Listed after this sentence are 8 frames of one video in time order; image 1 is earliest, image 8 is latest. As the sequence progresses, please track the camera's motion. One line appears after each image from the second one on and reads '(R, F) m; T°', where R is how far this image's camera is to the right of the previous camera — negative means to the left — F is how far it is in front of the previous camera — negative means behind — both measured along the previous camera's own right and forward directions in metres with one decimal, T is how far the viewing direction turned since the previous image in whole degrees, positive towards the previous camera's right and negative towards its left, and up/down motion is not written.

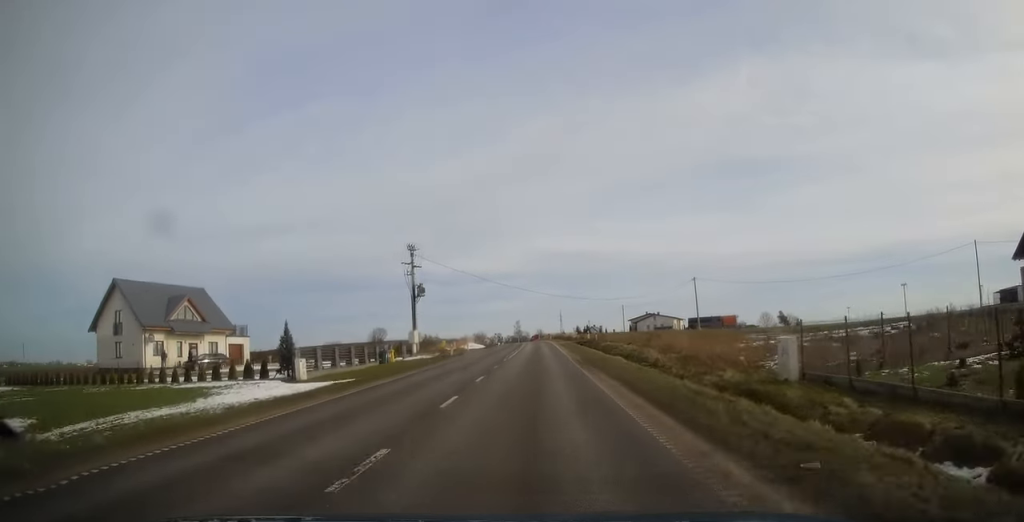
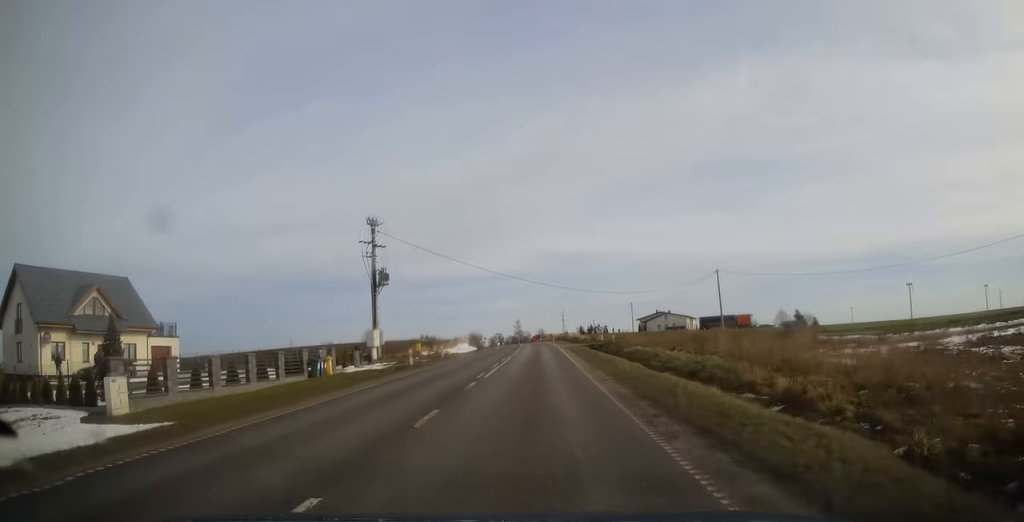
(0.0, +14.0) m; 0°
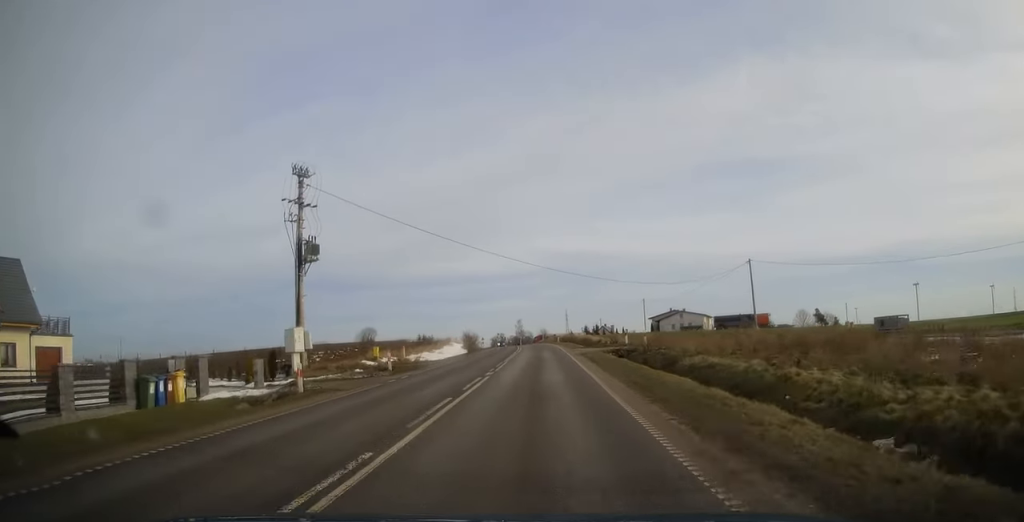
(+0.3, +14.4) m; 0°
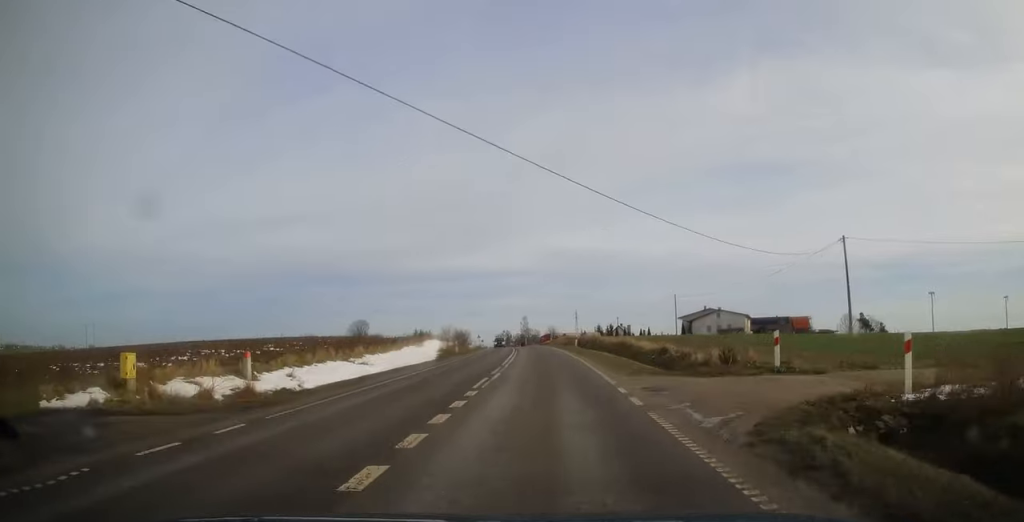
(-0.4, +25.3) m; -1°
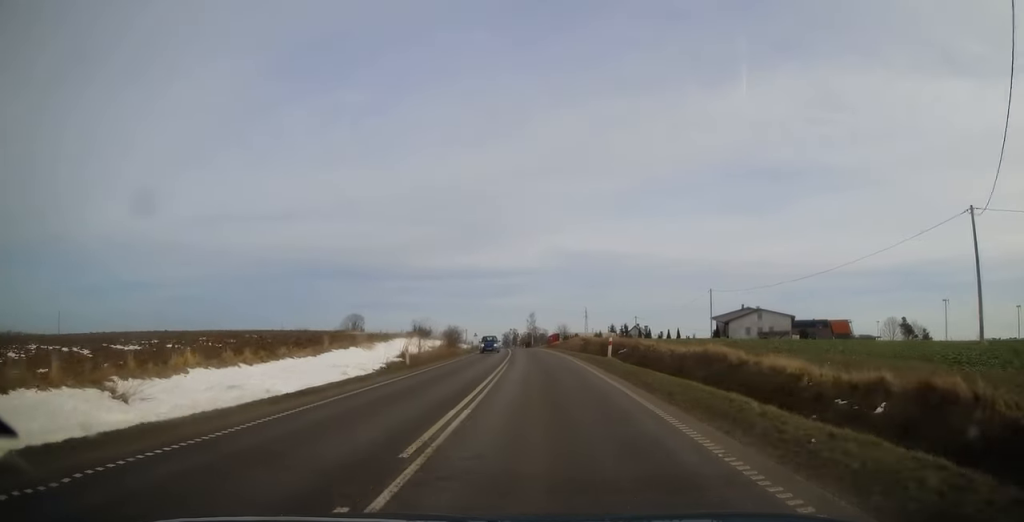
(-0.1, +19.3) m; -1°
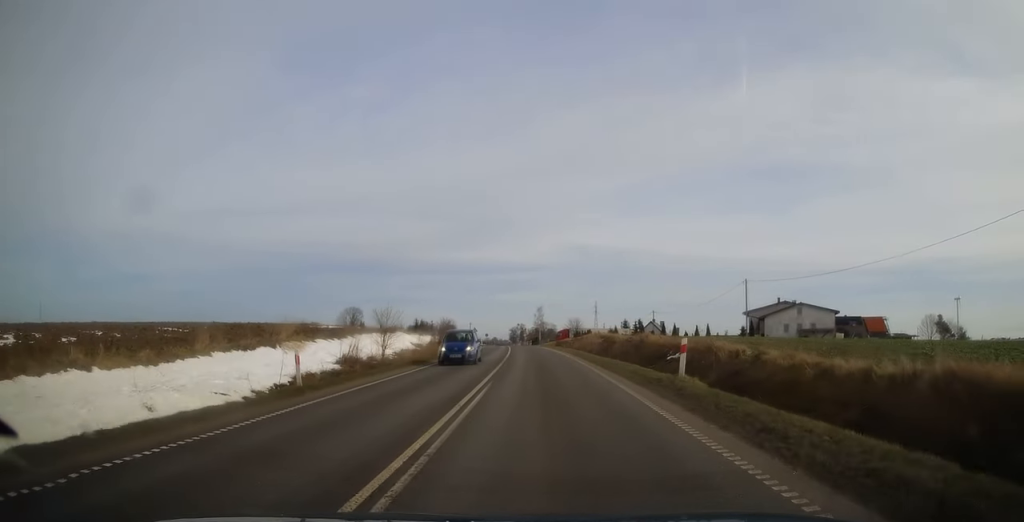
(-0.1, +13.5) m; 0°
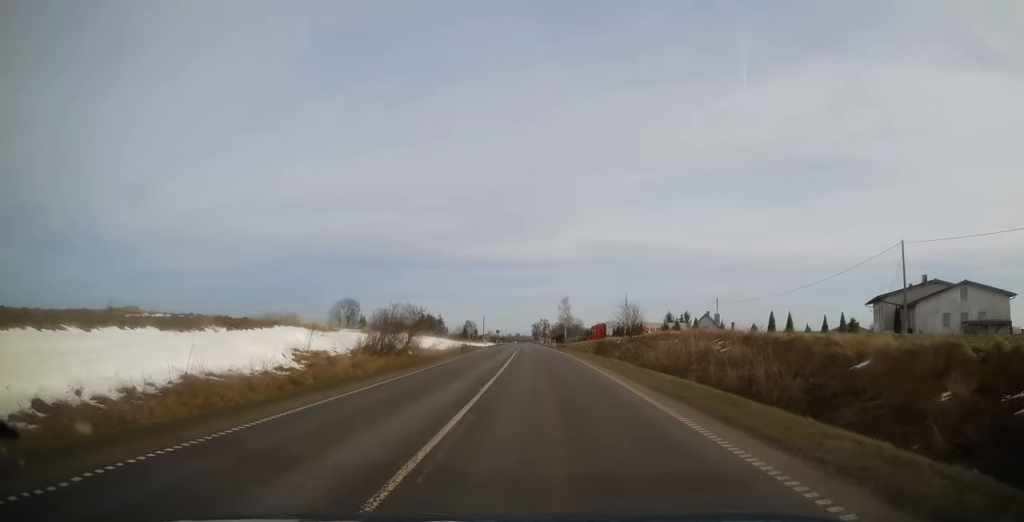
(-0.1, +34.5) m; -1°
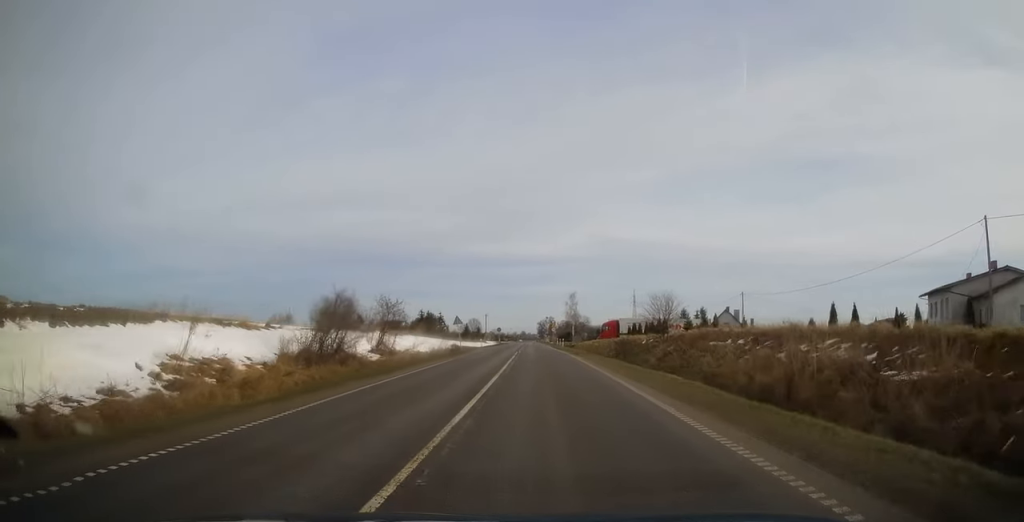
(-0.1, +10.9) m; -1°
